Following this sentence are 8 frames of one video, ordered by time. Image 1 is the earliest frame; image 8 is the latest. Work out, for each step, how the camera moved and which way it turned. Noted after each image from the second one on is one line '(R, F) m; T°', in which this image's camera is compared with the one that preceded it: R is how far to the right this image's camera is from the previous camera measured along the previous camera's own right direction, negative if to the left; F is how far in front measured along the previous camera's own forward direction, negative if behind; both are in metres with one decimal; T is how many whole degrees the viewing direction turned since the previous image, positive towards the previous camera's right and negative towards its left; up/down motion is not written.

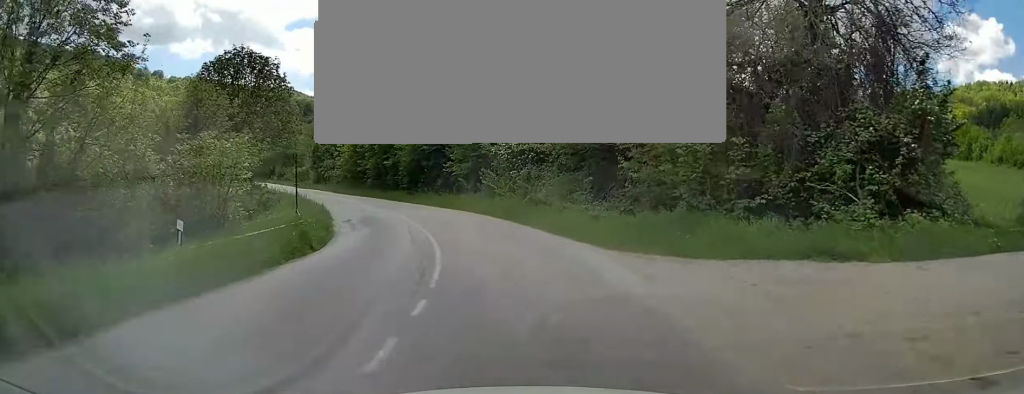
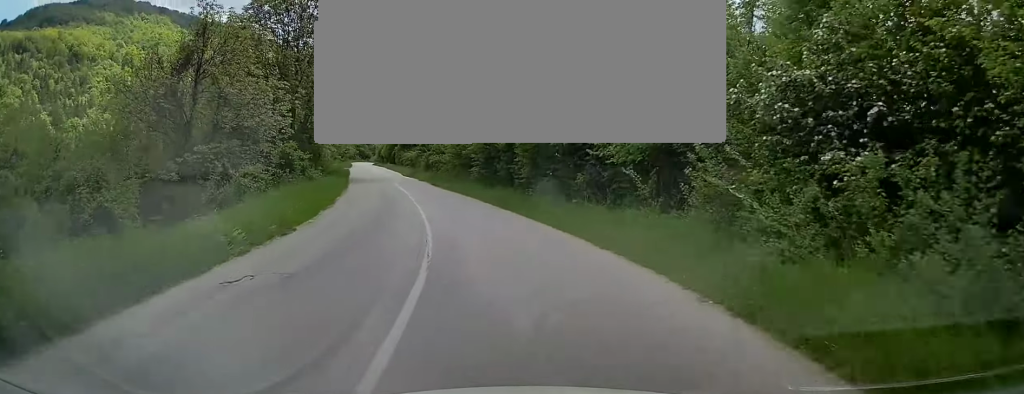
(-1.7, +18.3) m; -12°
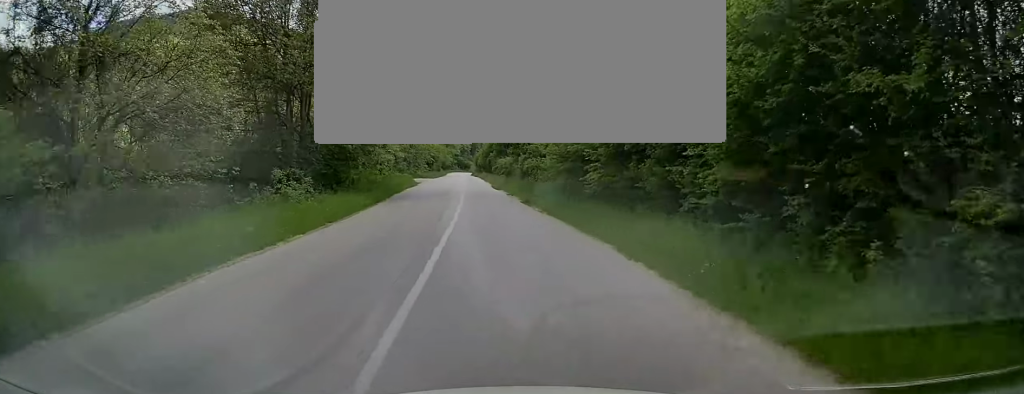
(-1.4, +14.2) m; -10°
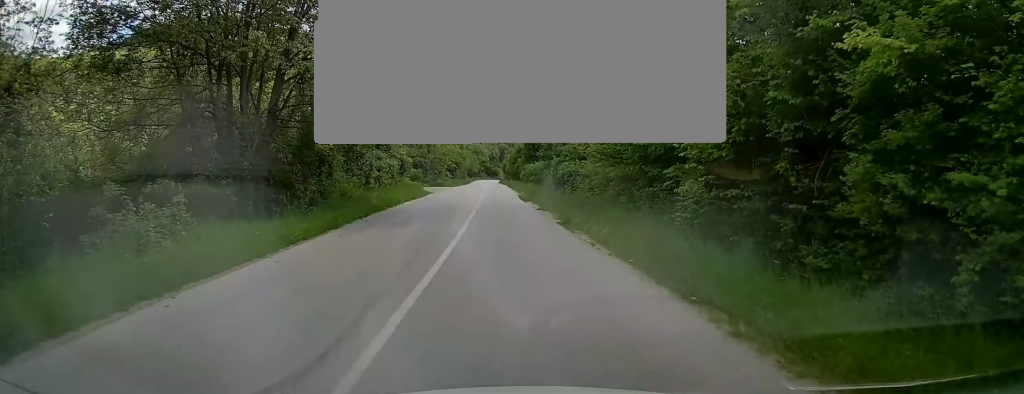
(-0.2, +7.9) m; -4°
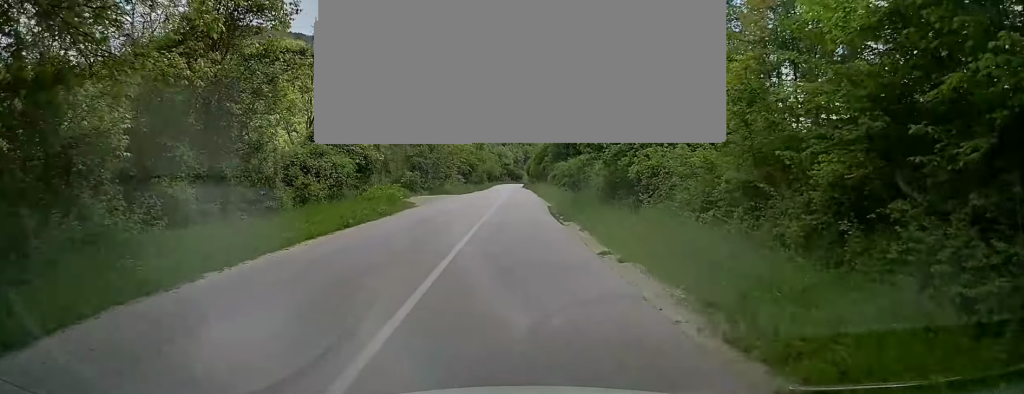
(-0.6, +13.7) m; -2°
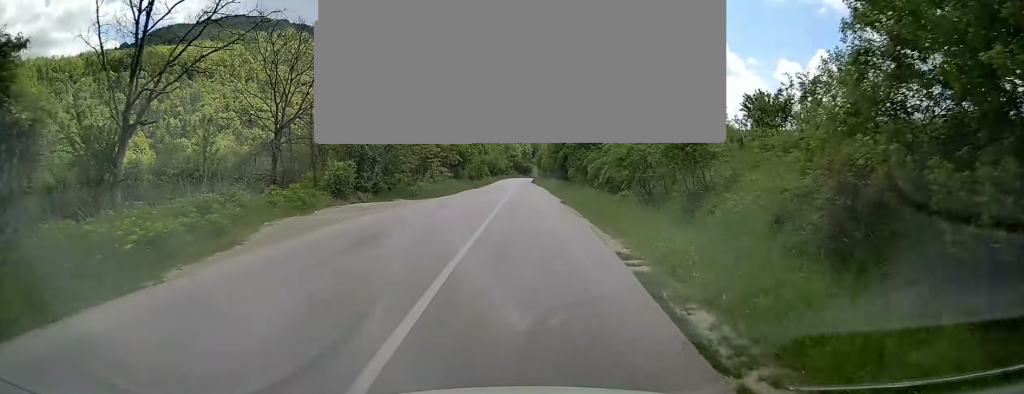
(-0.1, +19.7) m; 0°
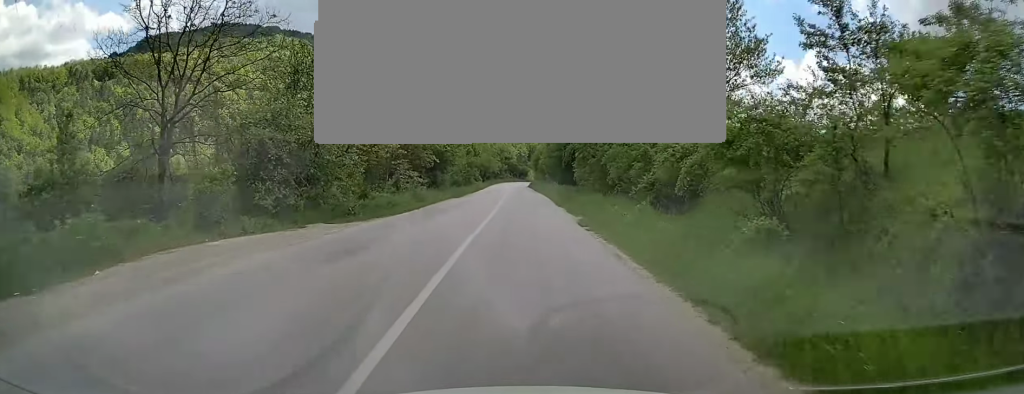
(0.0, +11.2) m; 0°
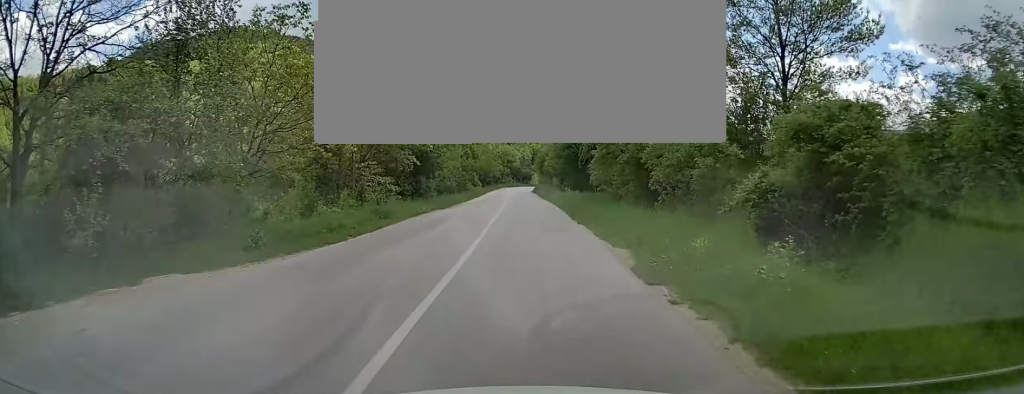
(0.0, +8.5) m; 0°
